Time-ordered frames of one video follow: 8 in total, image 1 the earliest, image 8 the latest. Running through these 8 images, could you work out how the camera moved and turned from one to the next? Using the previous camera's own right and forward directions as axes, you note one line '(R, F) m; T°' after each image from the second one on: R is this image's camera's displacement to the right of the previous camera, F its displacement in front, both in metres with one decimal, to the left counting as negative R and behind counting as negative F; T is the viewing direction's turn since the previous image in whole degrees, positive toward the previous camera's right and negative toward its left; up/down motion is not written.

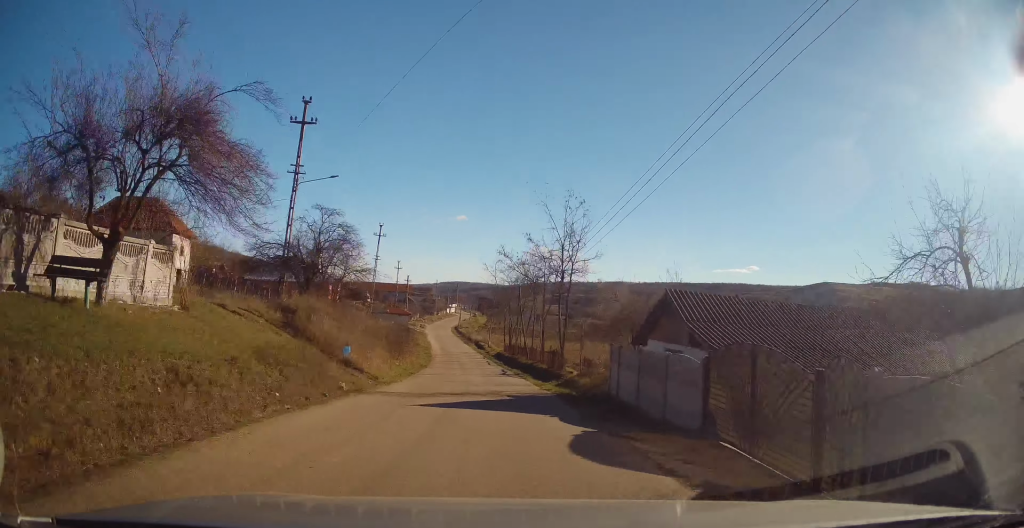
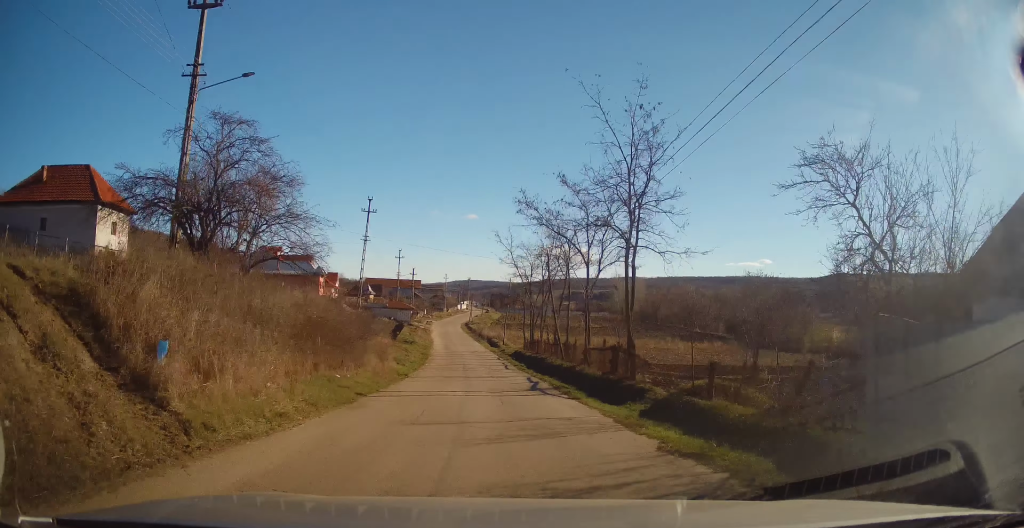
(-0.4, +11.9) m; -3°
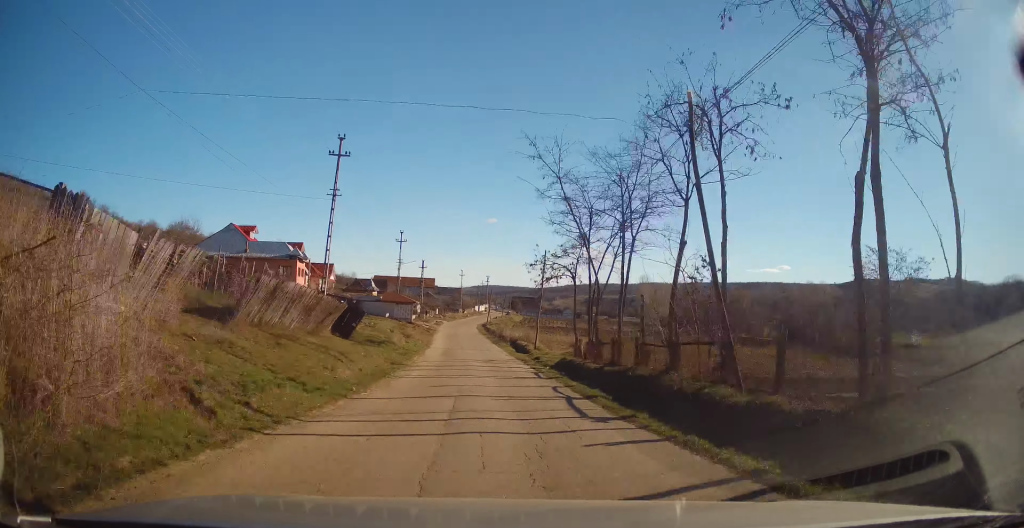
(-0.5, +17.4) m; -2°
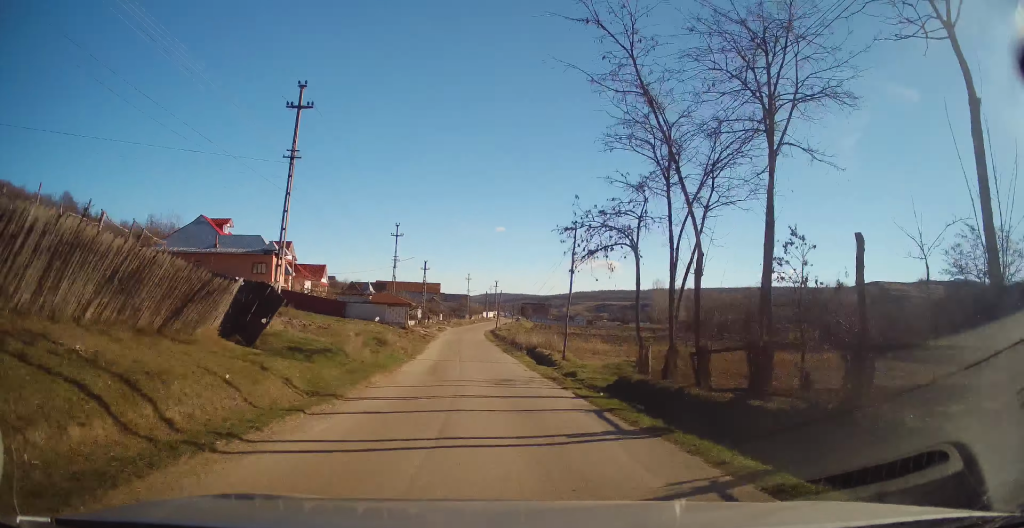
(-0.1, +10.0) m; 0°
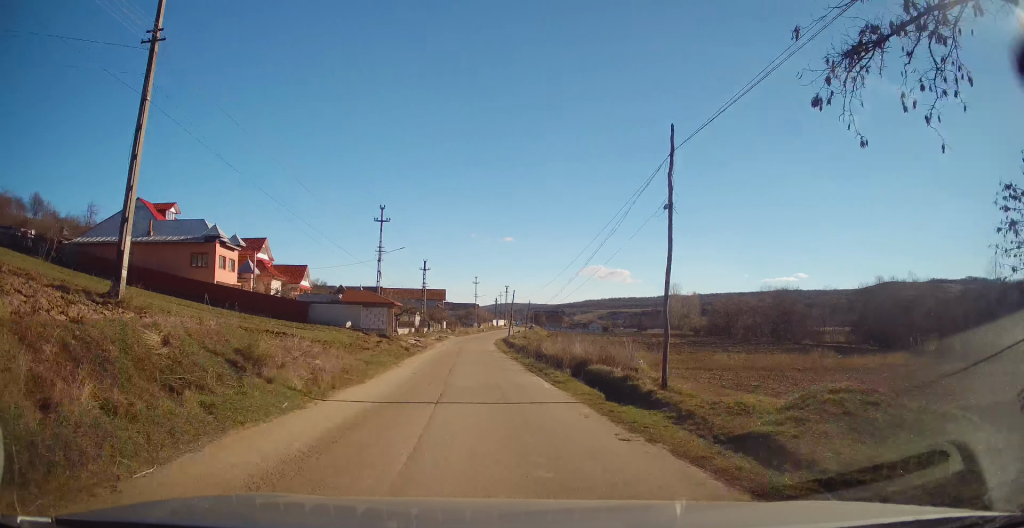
(+0.1, +14.2) m; 0°
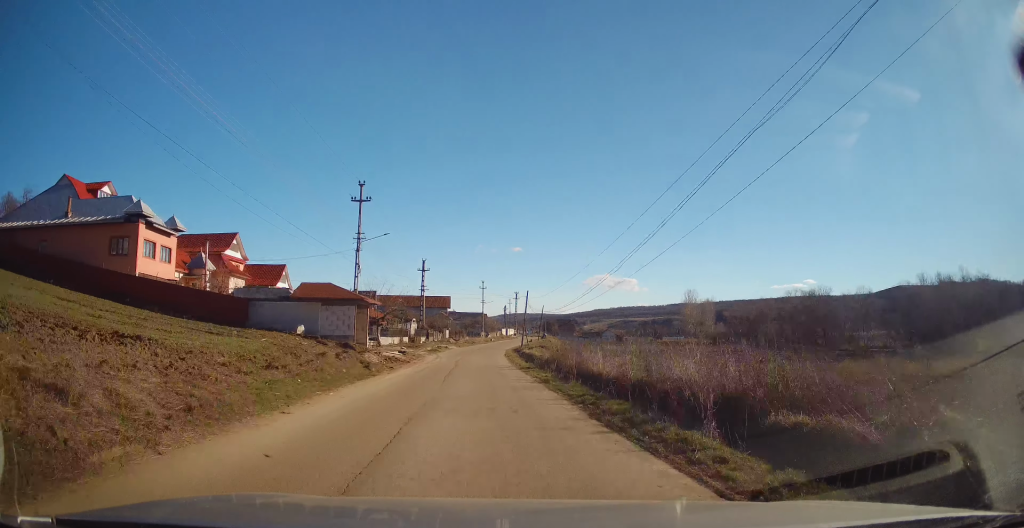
(0.0, +11.7) m; -2°
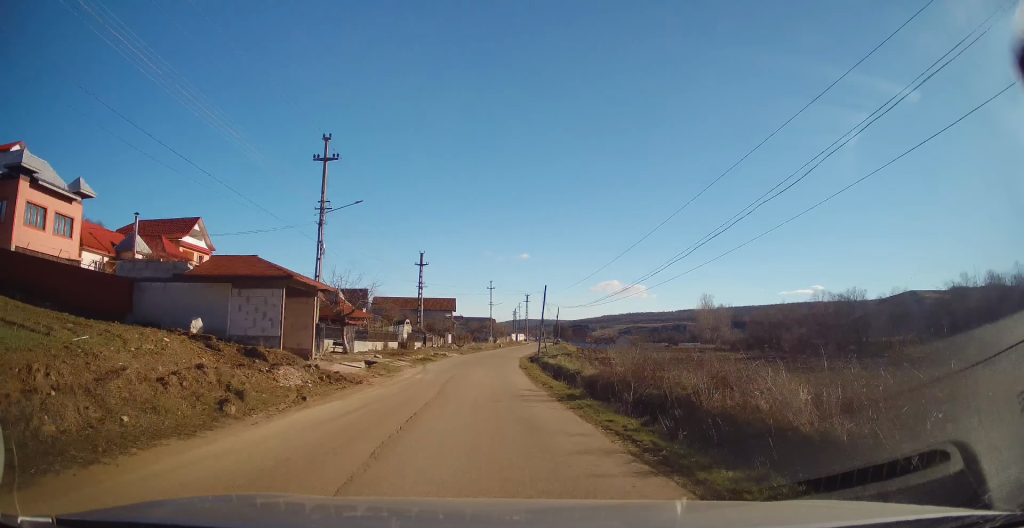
(-0.3, +11.2) m; -2°
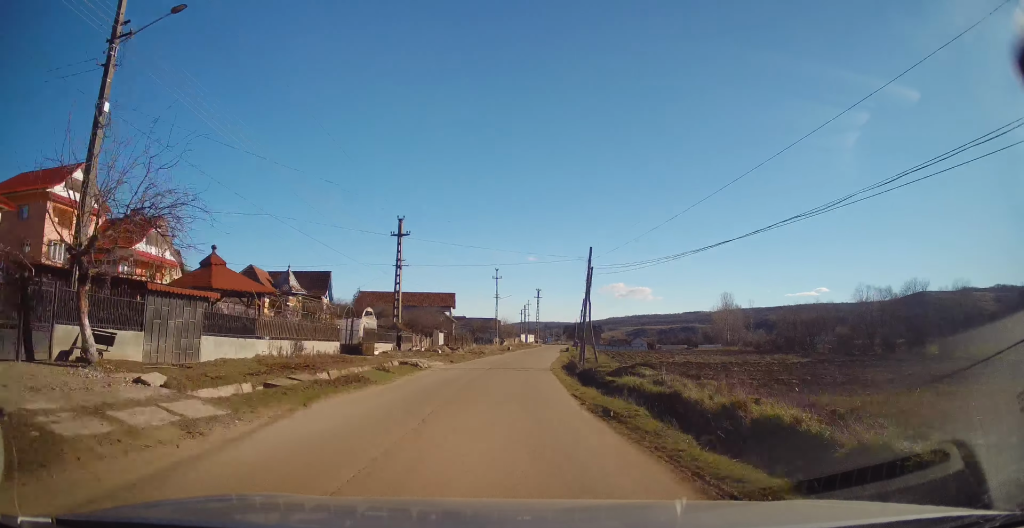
(-0.4, +19.7) m; 0°
